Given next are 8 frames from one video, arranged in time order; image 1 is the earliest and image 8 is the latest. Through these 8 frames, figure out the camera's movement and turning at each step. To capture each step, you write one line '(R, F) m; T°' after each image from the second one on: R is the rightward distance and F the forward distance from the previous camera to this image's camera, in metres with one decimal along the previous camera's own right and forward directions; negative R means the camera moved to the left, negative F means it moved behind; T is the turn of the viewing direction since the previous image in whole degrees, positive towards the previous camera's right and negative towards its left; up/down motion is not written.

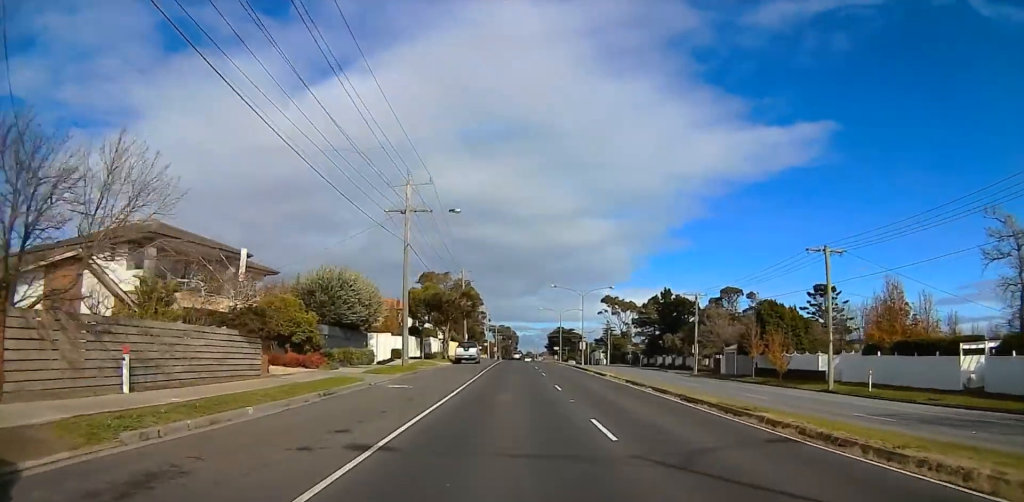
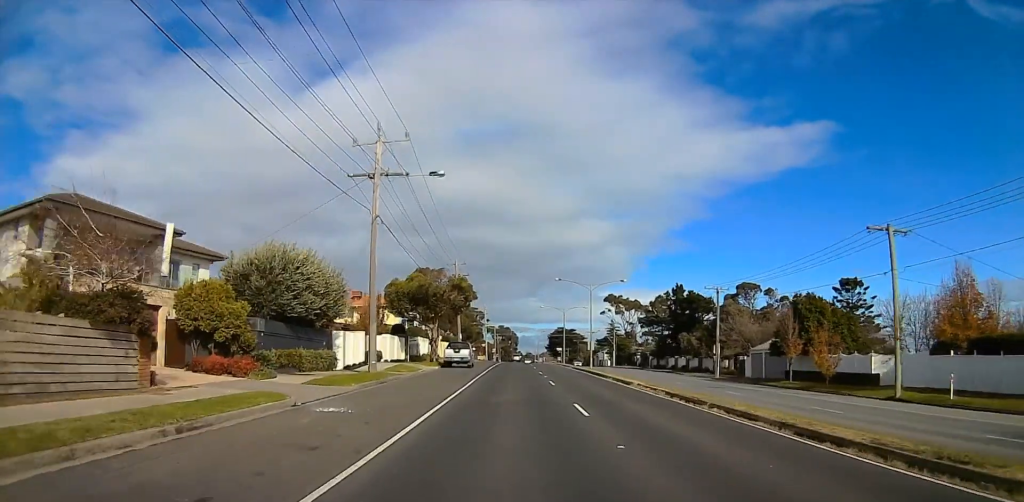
(-0.1, +7.5) m; 0°
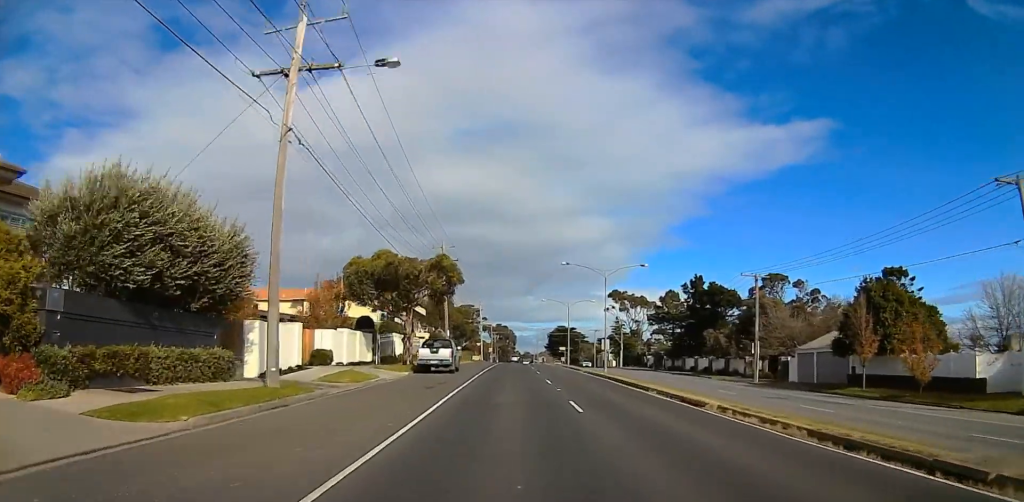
(0.0, +10.6) m; +2°
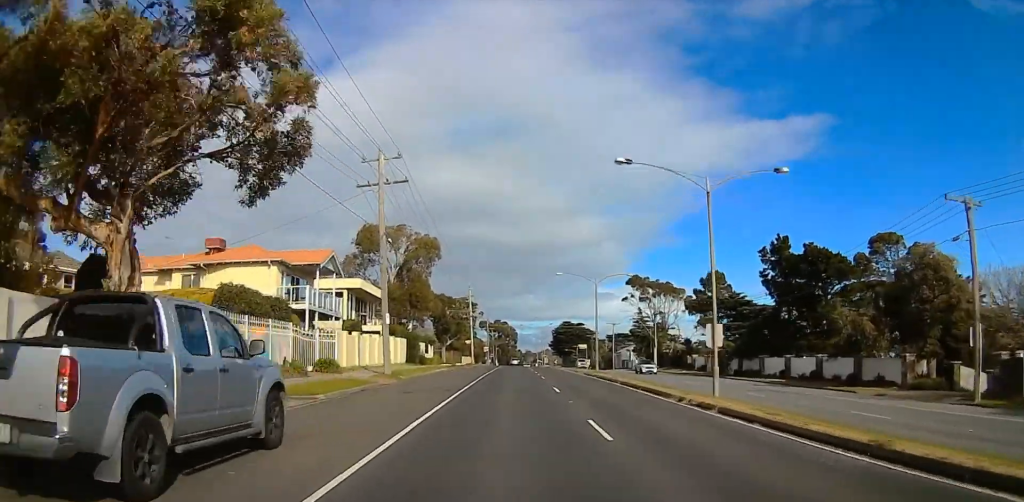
(+0.3, +27.9) m; 0°
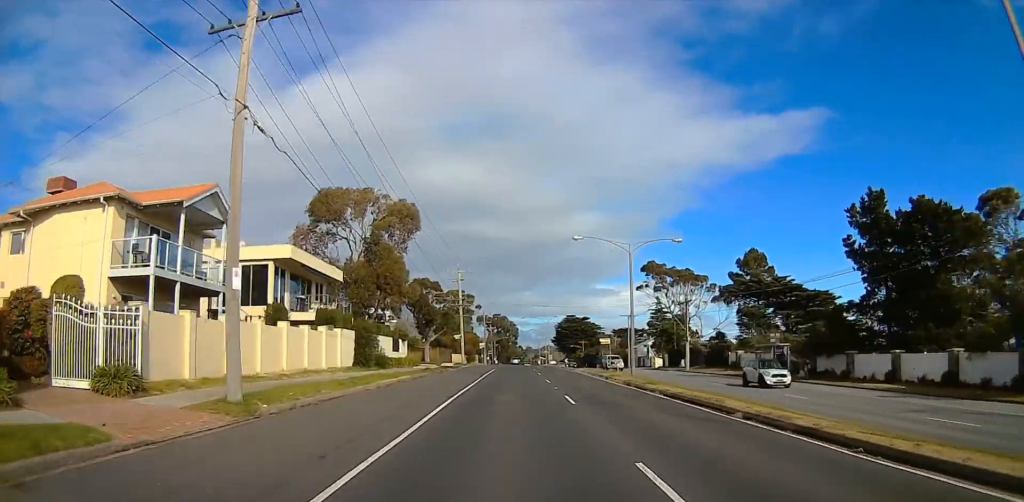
(-0.2, +16.1) m; 0°
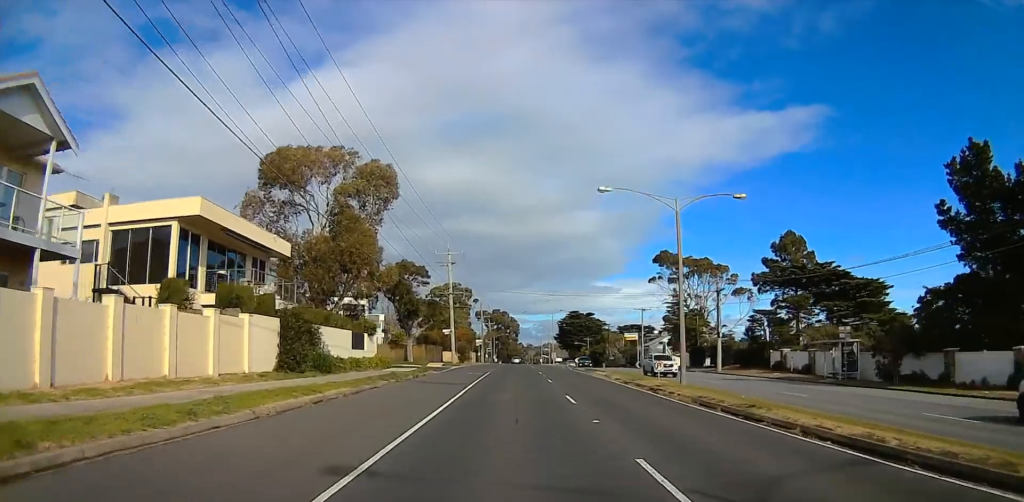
(+0.1, +11.6) m; +1°
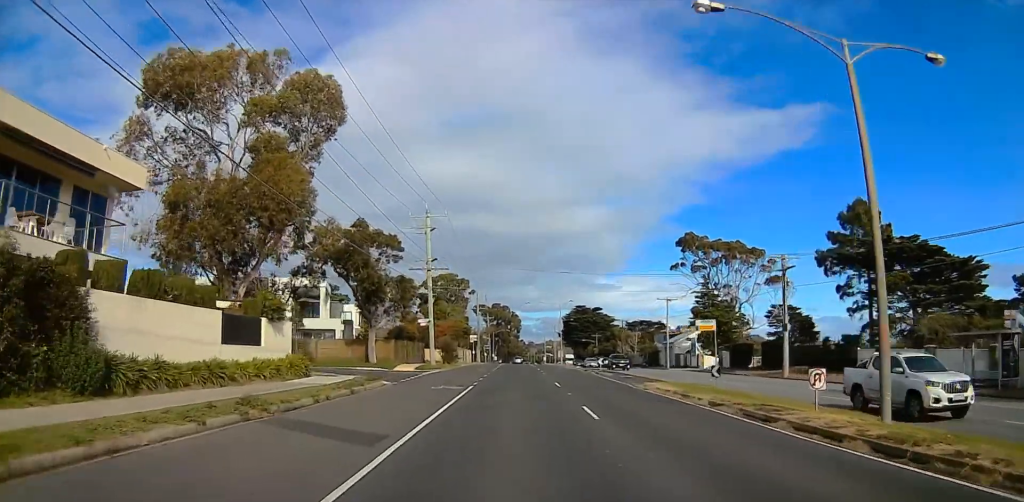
(+0.1, +16.1) m; -1°
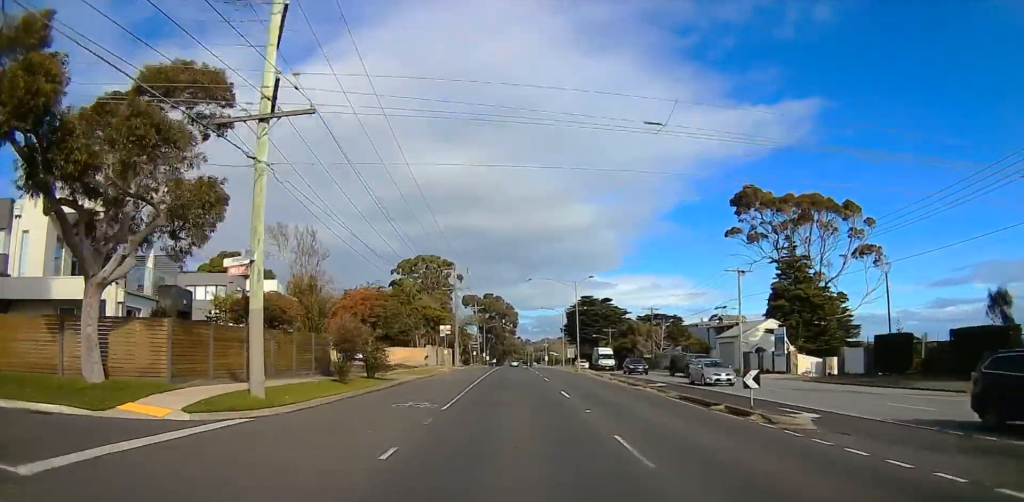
(-0.6, +28.8) m; -1°
